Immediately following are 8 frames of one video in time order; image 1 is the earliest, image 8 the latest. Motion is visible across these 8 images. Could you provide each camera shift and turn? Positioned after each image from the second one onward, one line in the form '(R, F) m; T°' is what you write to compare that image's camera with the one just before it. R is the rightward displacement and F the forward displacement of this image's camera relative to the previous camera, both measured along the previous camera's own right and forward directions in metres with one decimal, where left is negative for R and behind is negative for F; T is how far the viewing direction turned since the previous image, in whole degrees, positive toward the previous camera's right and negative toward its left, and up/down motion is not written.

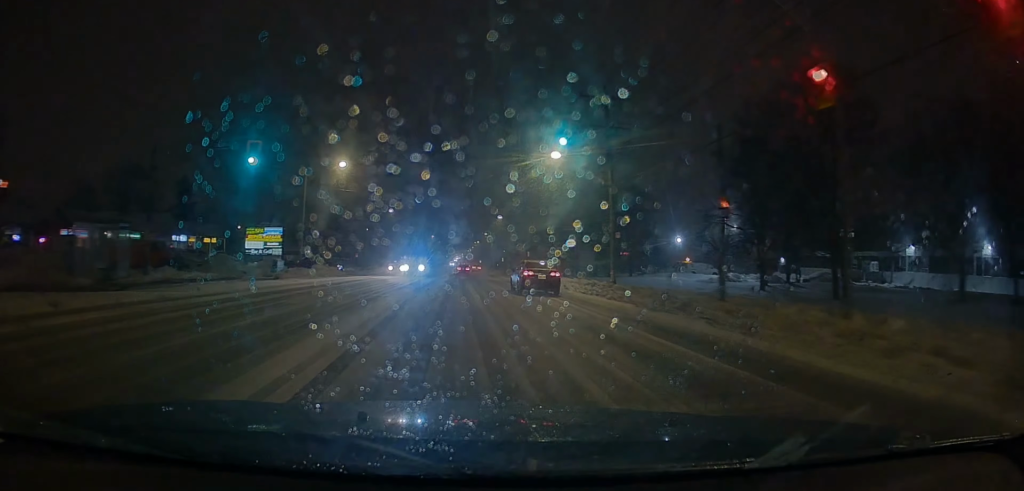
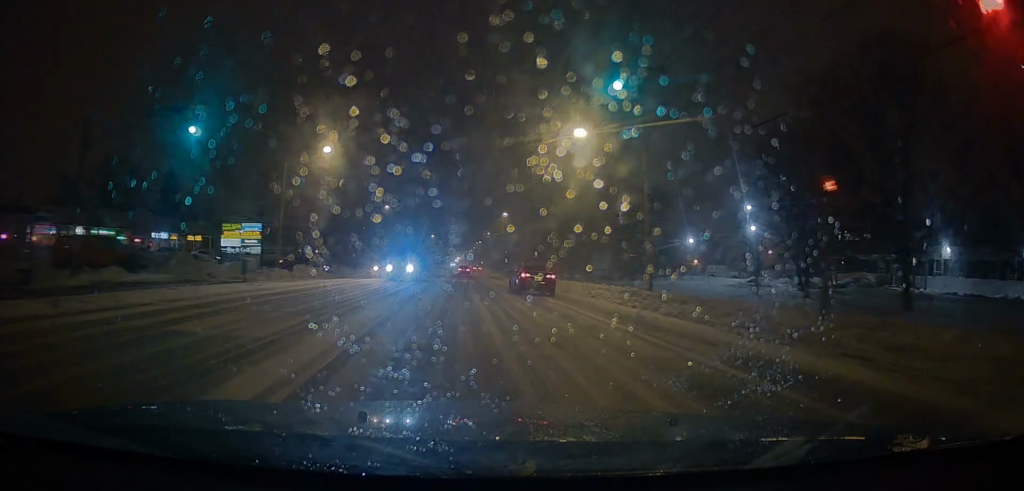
(0.0, +4.8) m; -1°
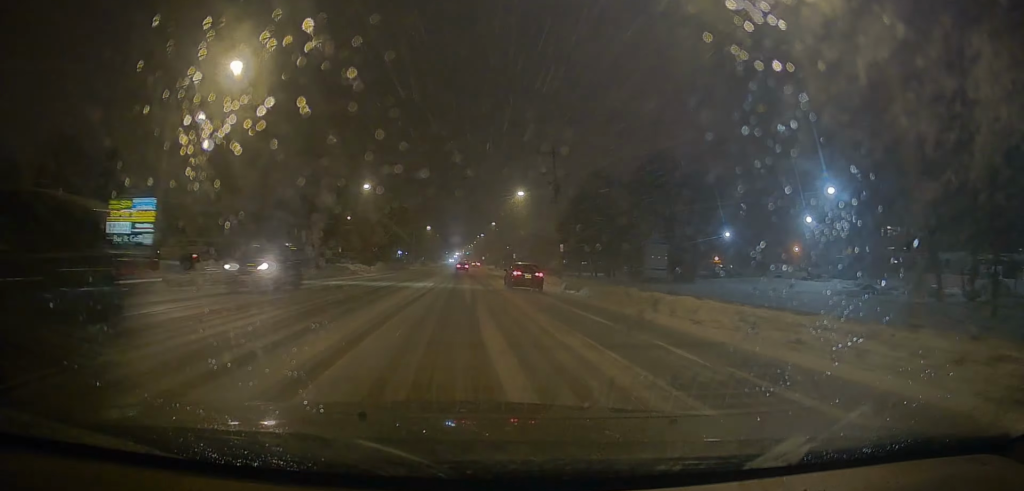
(-0.1, +15.1) m; 0°
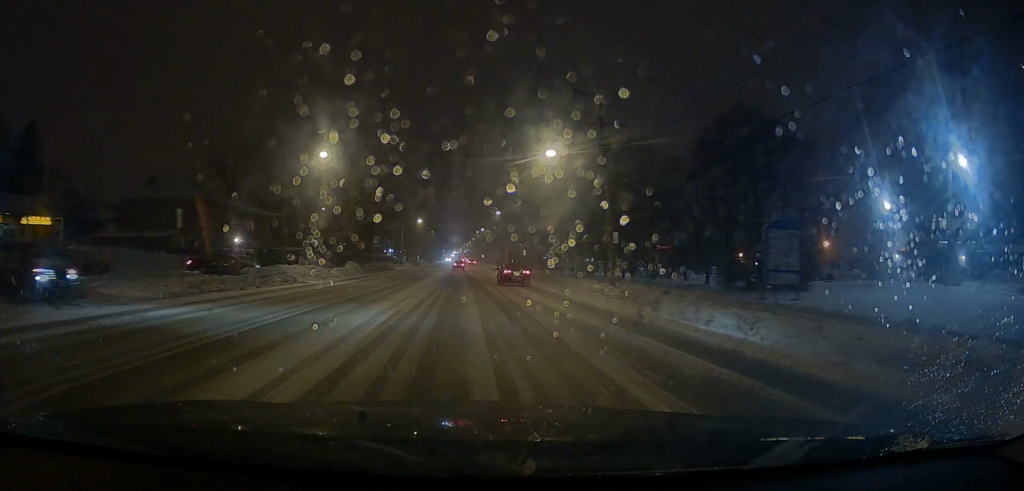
(-0.2, +17.3) m; -1°
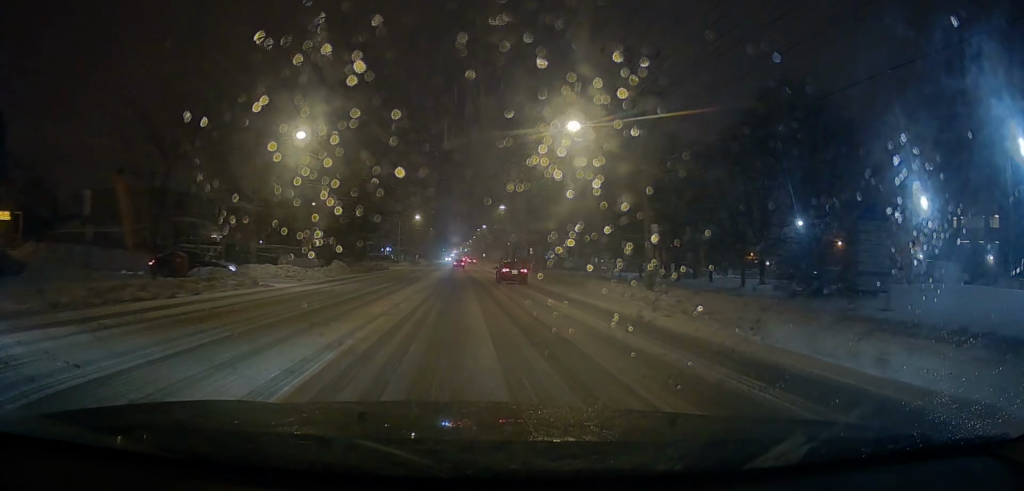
(-0.1, +6.2) m; 0°
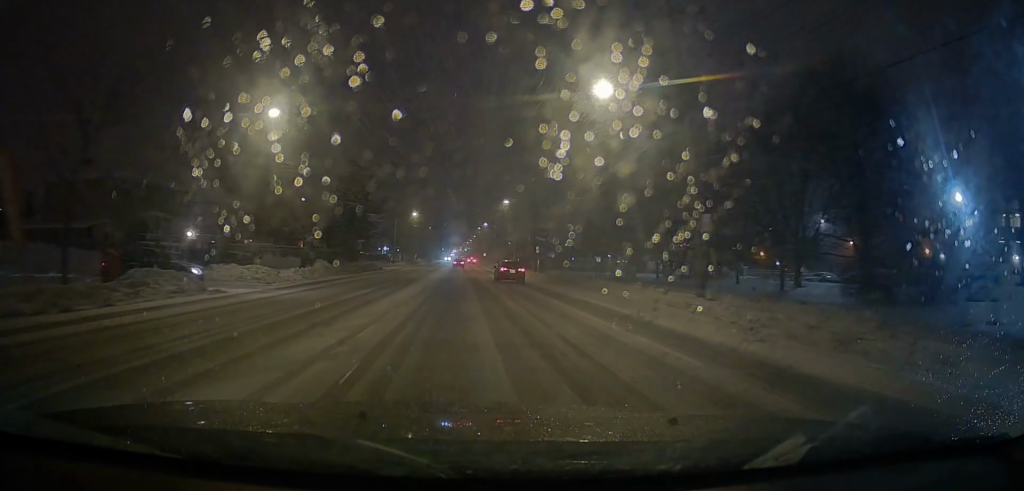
(+0.1, +5.5) m; +2°
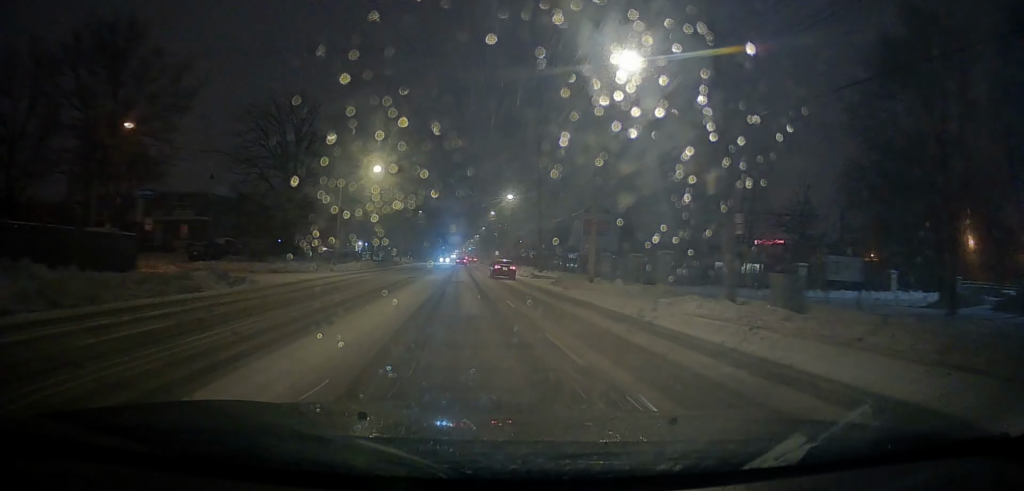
(+0.5, +46.8) m; 0°
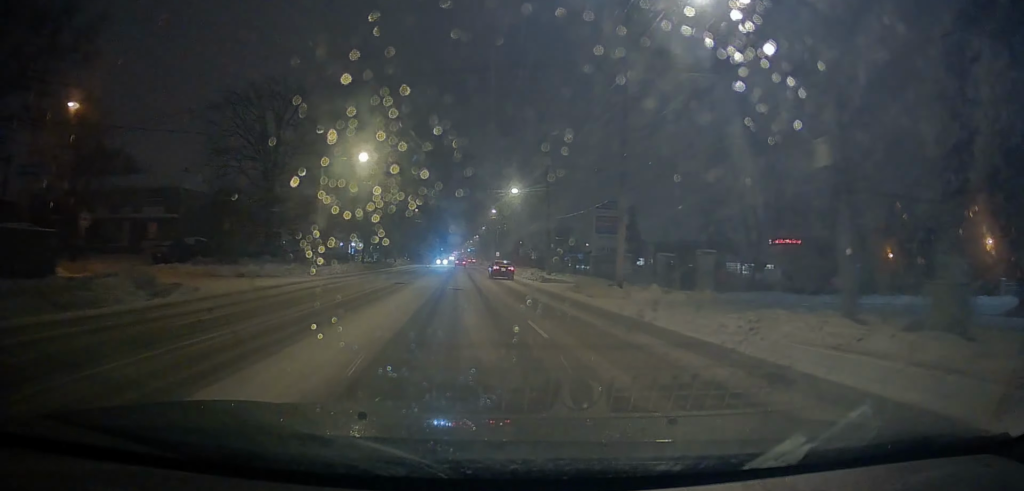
(0.0, +6.7) m; 0°
